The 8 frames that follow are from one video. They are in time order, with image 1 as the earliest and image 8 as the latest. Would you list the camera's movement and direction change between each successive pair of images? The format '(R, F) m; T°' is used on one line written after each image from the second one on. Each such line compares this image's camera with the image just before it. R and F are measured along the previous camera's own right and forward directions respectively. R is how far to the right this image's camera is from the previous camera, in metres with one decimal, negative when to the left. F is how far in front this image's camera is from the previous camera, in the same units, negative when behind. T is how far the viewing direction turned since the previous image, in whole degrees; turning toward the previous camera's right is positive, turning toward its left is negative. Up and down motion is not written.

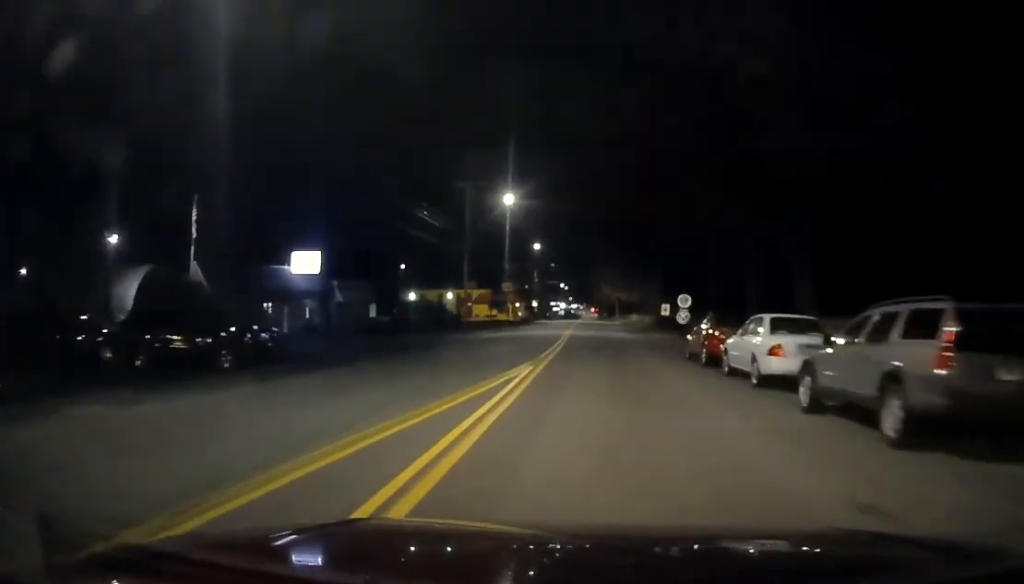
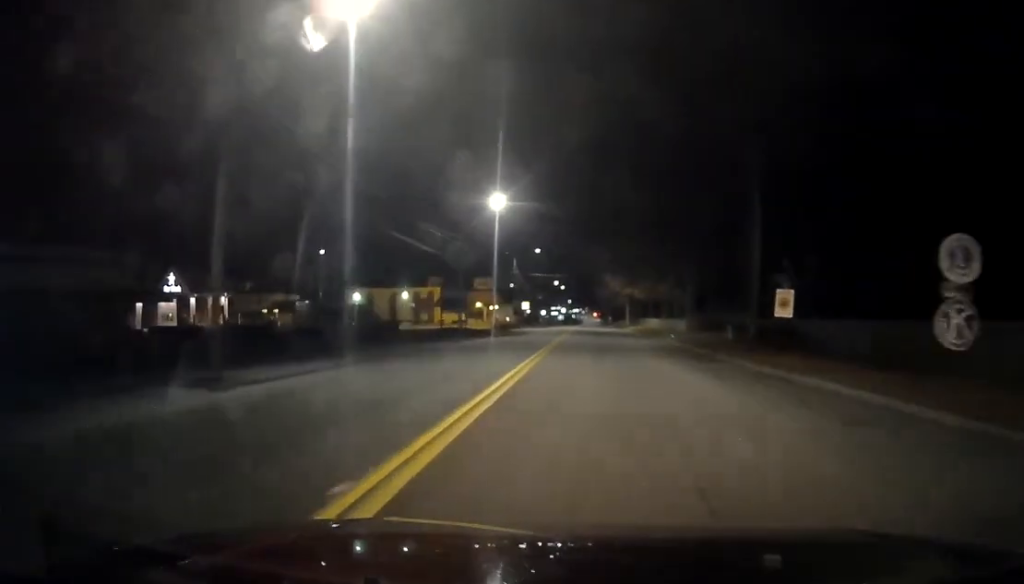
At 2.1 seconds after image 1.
(-0.4, +32.0) m; 0°
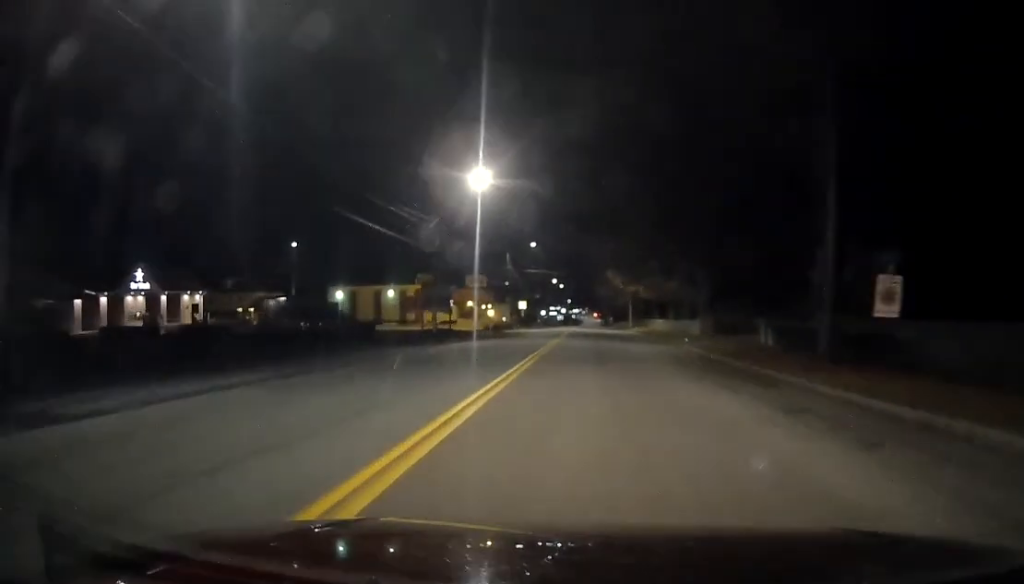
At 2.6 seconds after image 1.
(0.0, +7.2) m; 0°
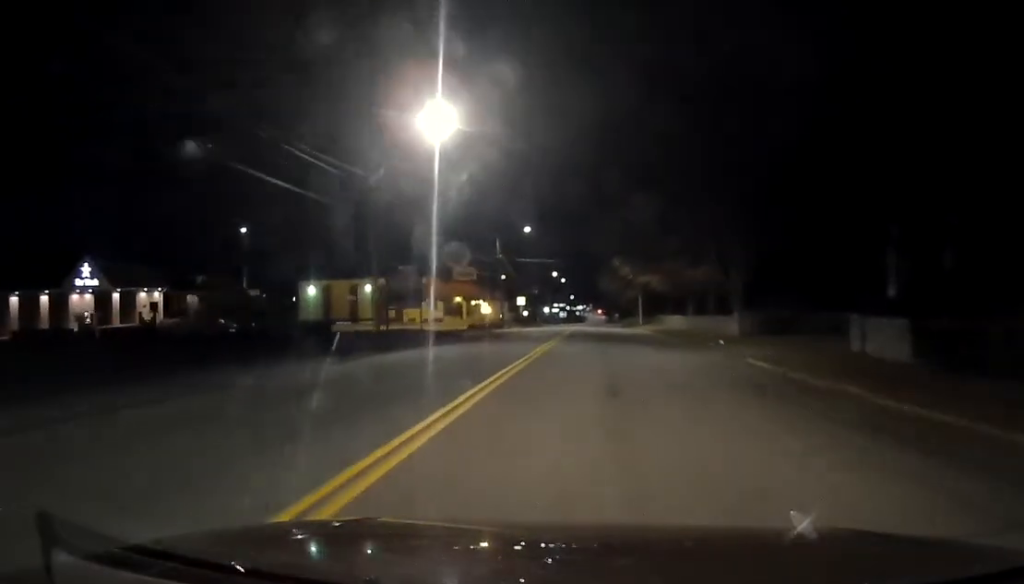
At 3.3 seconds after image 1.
(0.0, +10.8) m; 0°
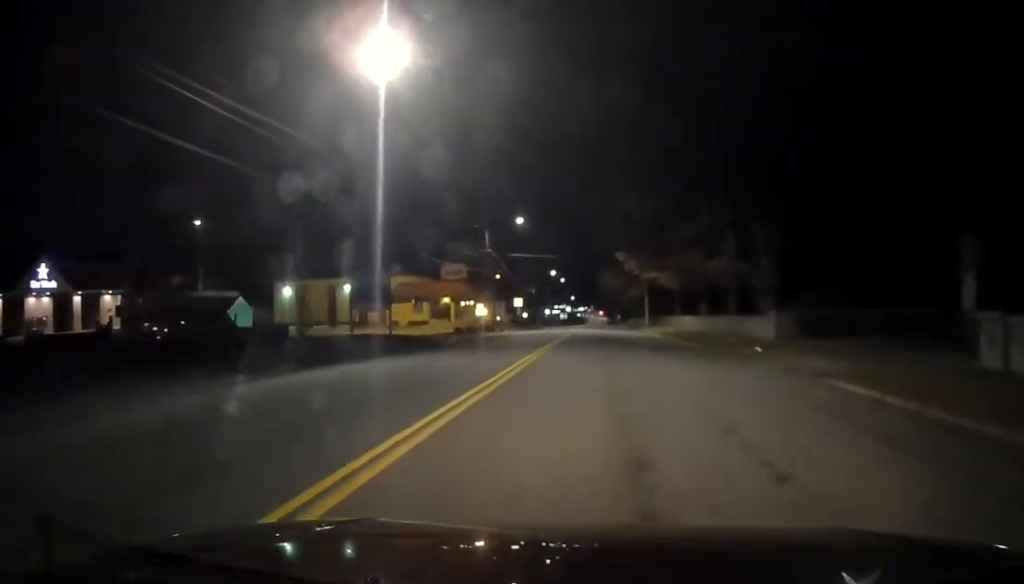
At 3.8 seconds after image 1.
(0.0, +7.3) m; 0°
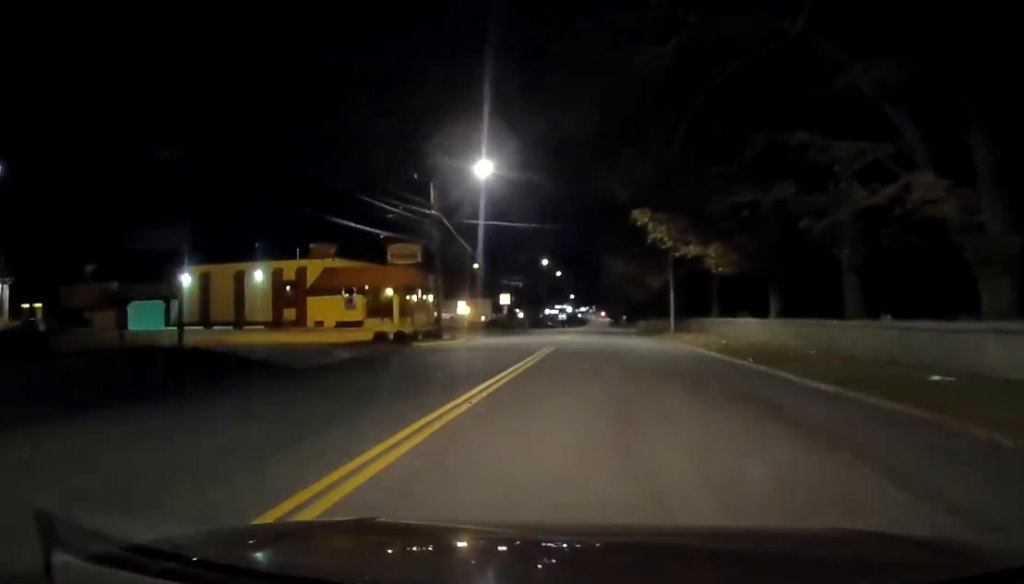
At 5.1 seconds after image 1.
(-0.2, +21.0) m; 0°
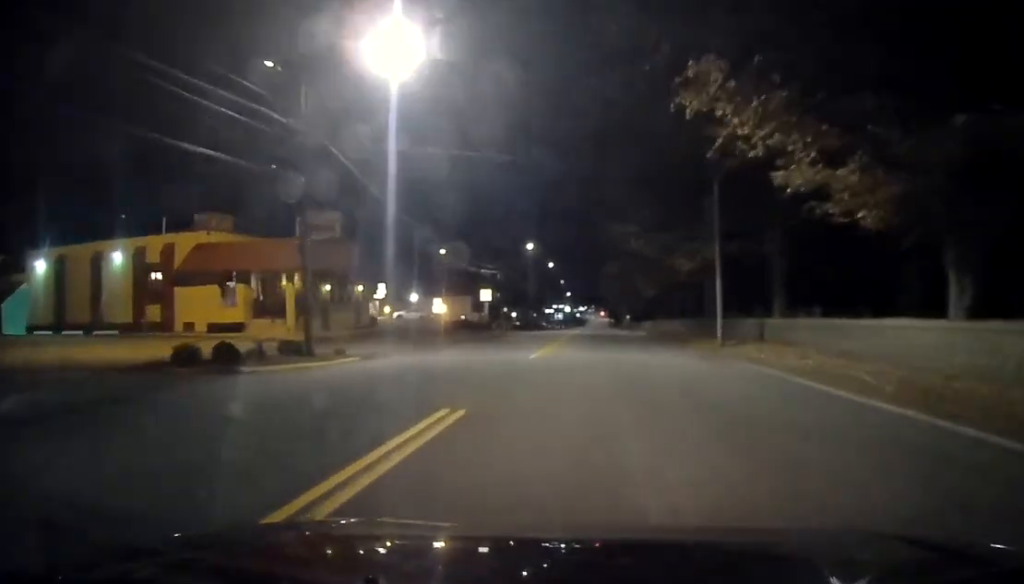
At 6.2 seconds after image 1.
(+0.1, +17.9) m; 0°
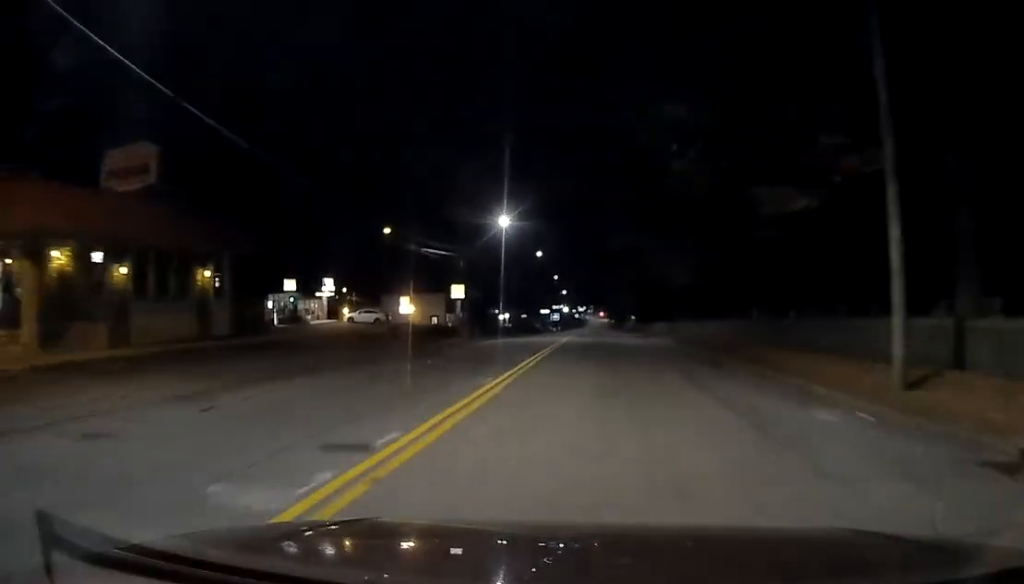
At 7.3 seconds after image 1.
(-0.1, +17.3) m; -1°
